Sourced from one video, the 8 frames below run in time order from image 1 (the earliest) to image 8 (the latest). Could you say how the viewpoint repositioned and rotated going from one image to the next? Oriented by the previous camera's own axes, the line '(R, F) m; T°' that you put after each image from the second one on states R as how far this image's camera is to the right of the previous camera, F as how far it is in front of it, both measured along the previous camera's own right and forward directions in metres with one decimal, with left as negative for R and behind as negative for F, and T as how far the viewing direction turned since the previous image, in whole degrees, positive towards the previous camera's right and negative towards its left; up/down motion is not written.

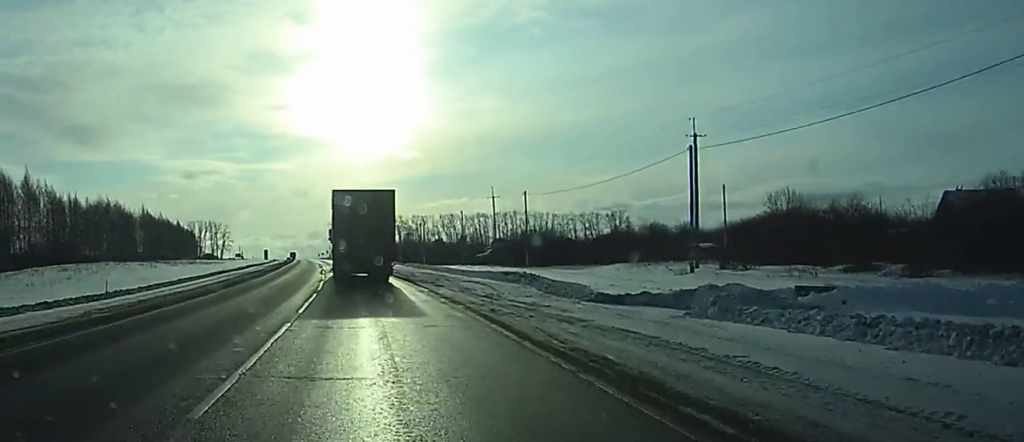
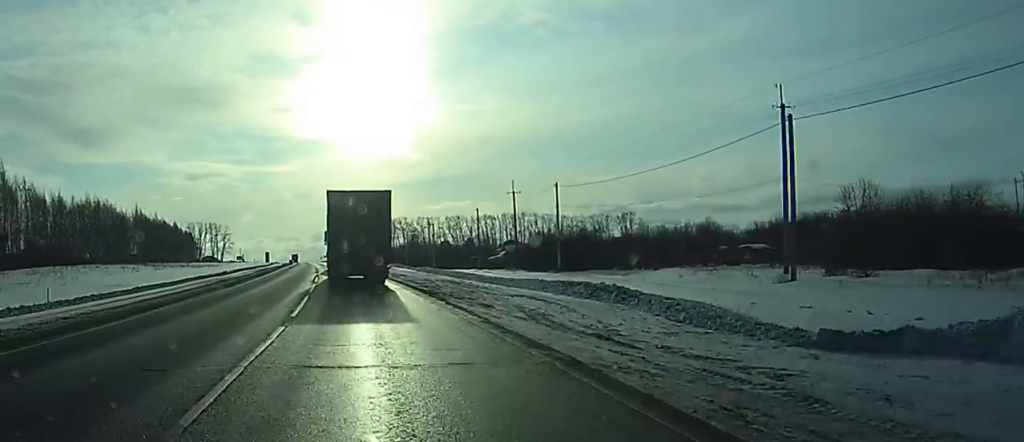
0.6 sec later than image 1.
(+0.1, +11.3) m; -2°
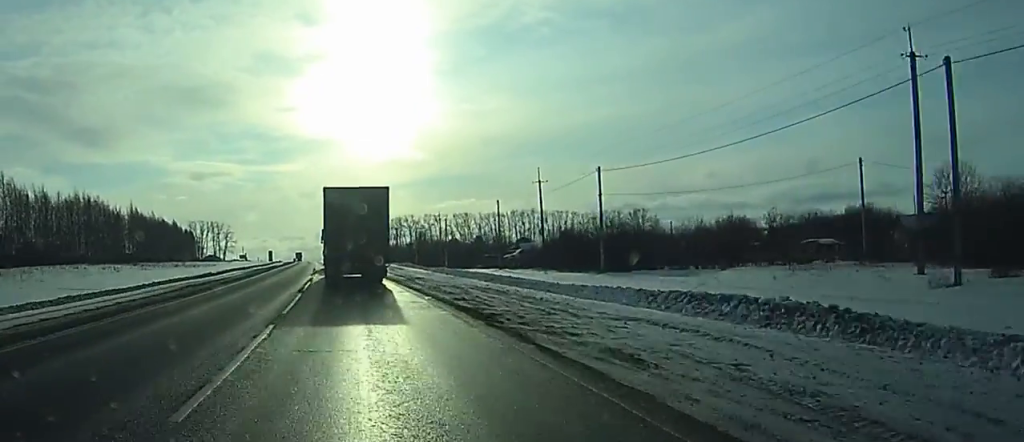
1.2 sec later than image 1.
(-0.4, +10.9) m; -2°
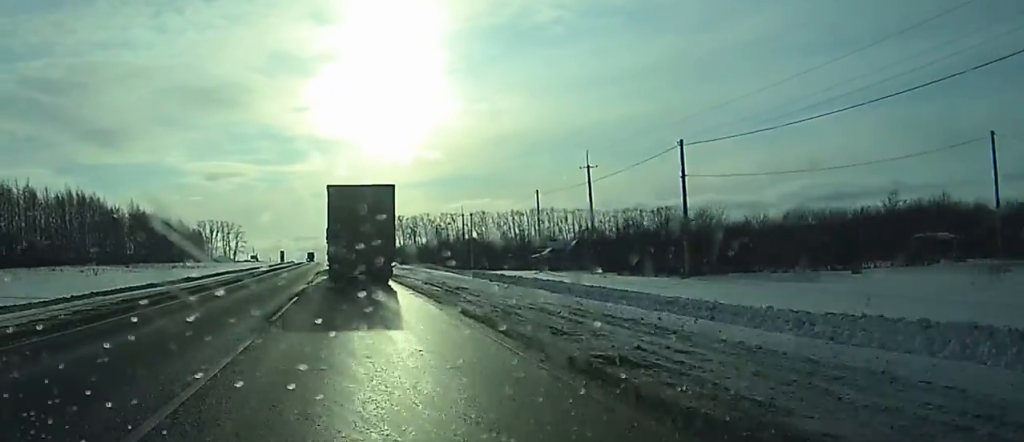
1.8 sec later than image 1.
(-0.4, +13.1) m; -2°
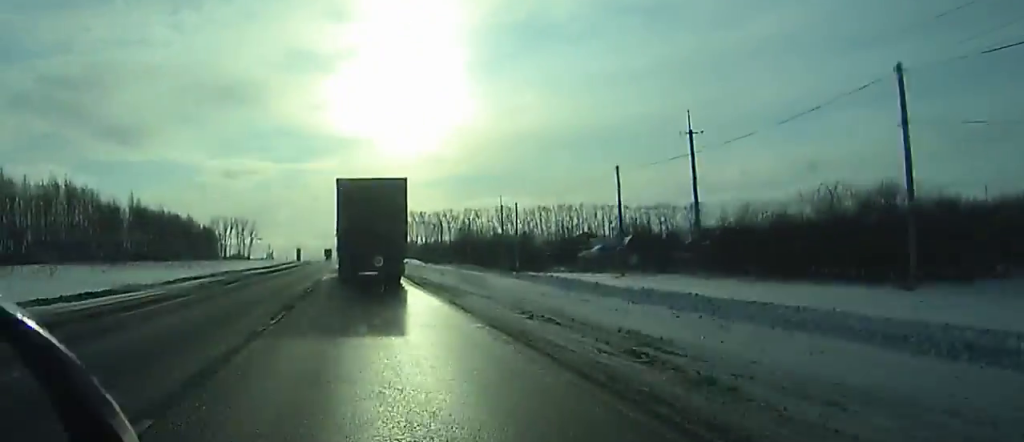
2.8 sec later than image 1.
(-0.1, +18.7) m; 0°
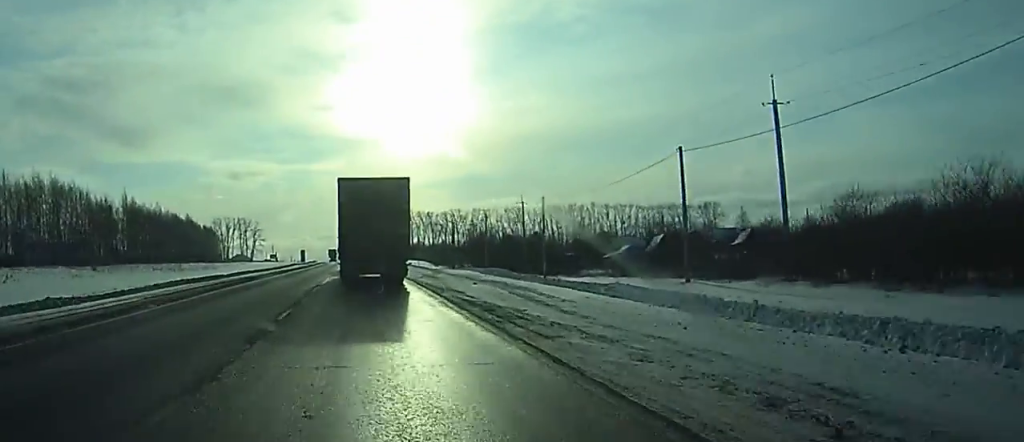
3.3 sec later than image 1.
(0.0, +10.8) m; 0°
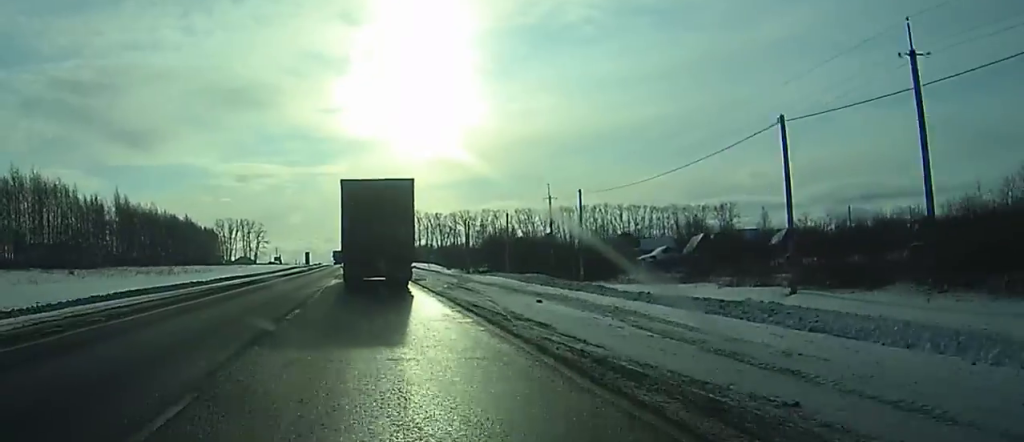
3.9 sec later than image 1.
(0.0, +11.5) m; 0°
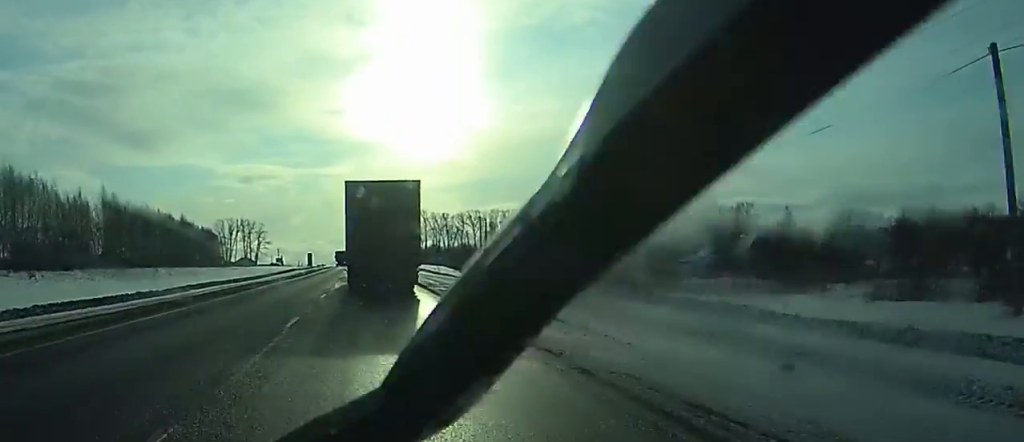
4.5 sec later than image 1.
(-0.1, +13.5) m; -1°
